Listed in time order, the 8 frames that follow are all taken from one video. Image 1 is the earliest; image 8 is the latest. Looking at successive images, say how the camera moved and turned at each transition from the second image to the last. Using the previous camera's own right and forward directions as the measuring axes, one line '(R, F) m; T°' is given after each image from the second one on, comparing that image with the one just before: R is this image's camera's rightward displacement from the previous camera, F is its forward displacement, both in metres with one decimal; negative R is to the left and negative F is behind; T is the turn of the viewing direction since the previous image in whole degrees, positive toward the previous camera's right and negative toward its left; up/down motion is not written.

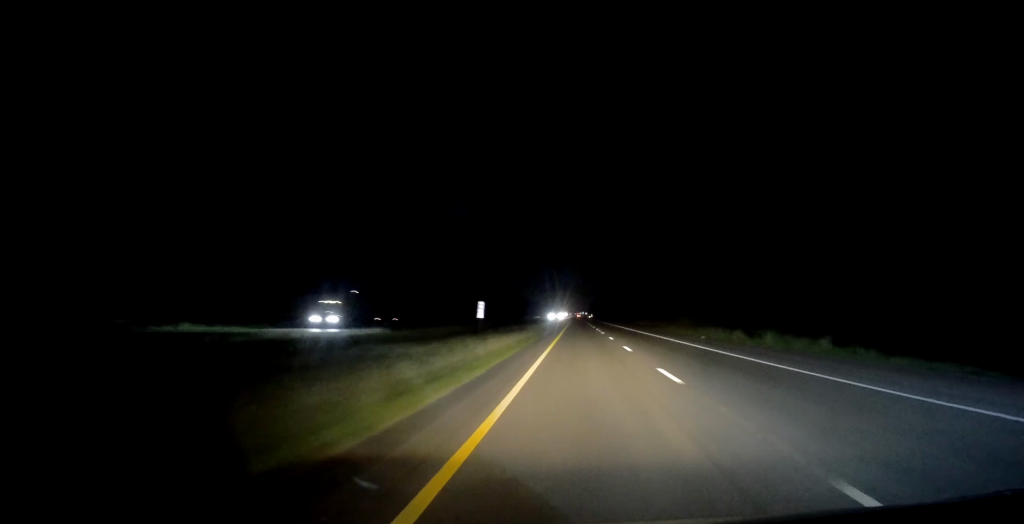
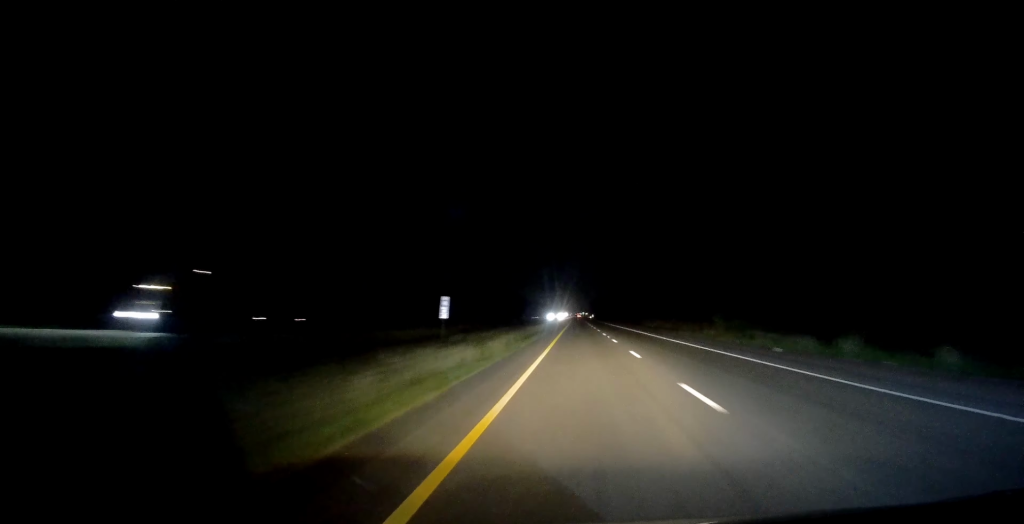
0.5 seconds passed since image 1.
(0.0, +15.9) m; 0°
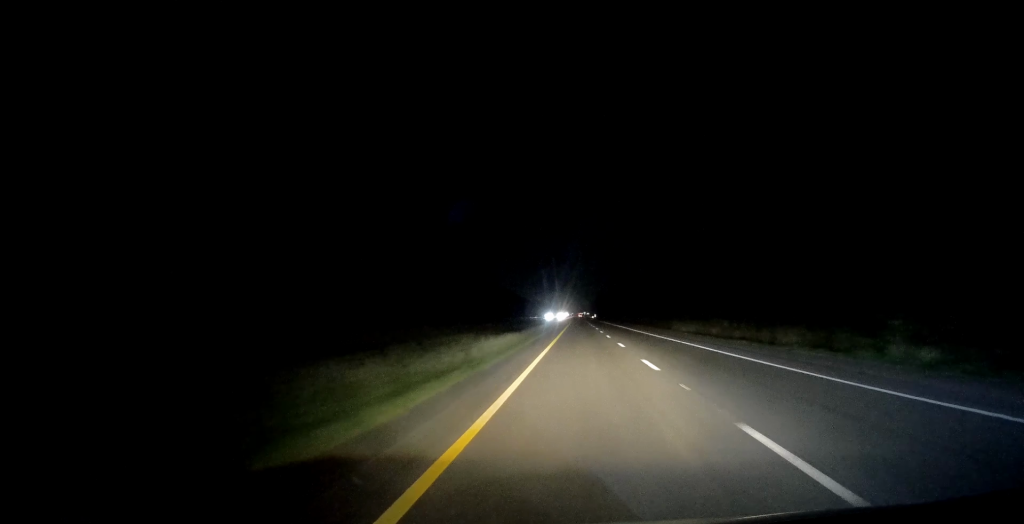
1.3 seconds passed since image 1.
(-0.3, +29.6) m; 0°
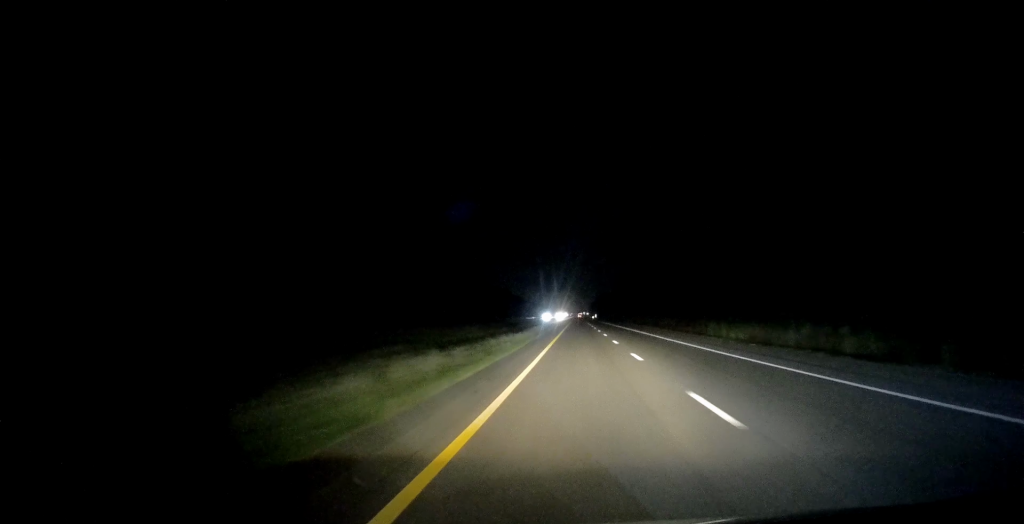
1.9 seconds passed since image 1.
(0.0, +20.6) m; +1°
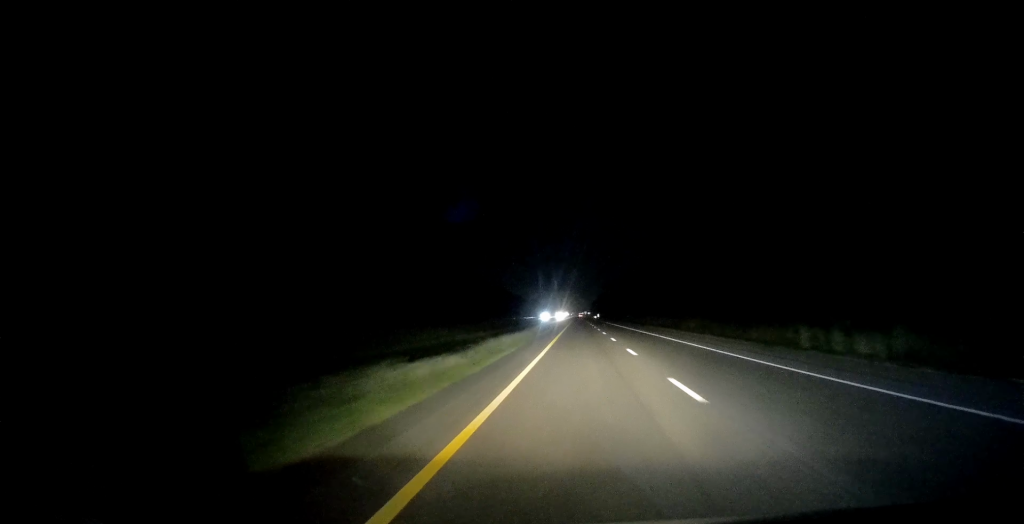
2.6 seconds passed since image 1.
(+0.1, +21.7) m; 0°
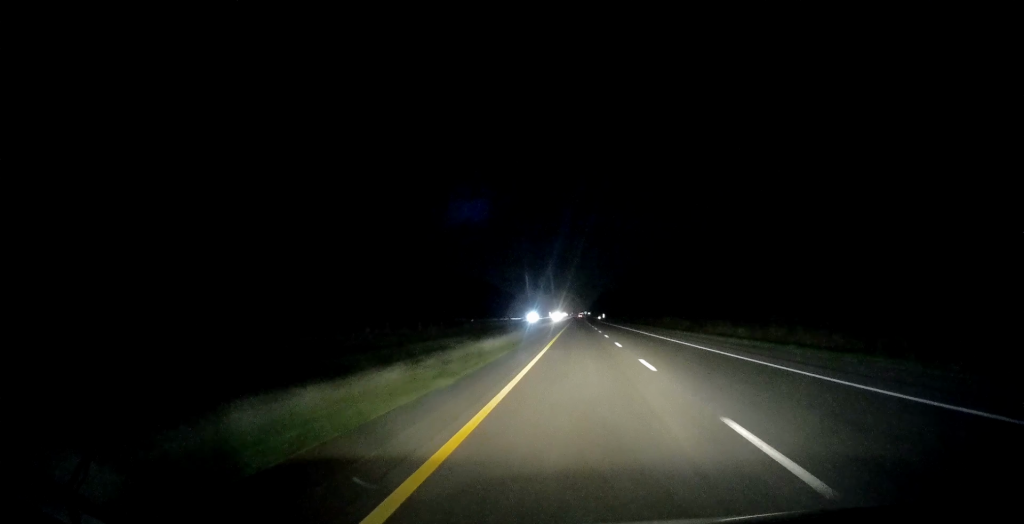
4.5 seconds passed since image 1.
(+0.5, +66.0) m; 0°
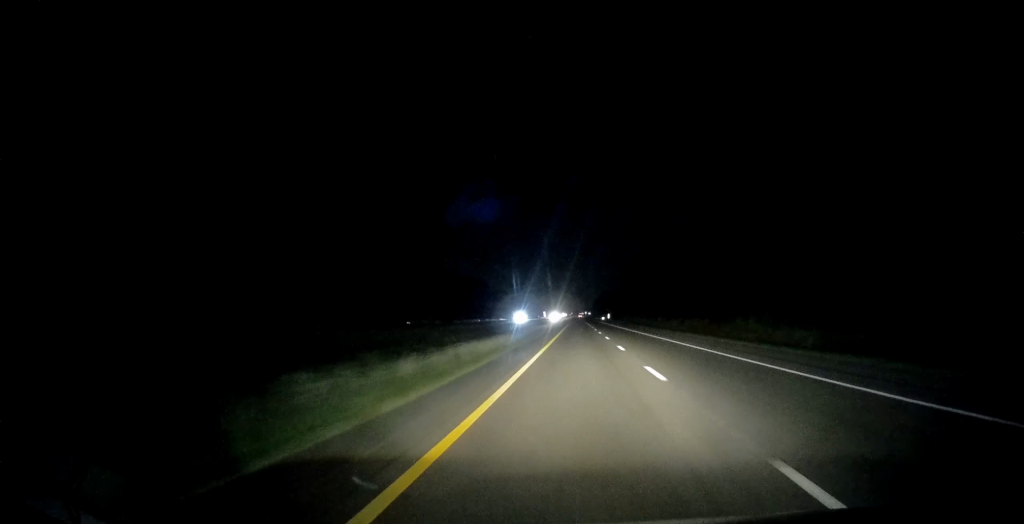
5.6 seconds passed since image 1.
(-0.1, +38.8) m; -1°
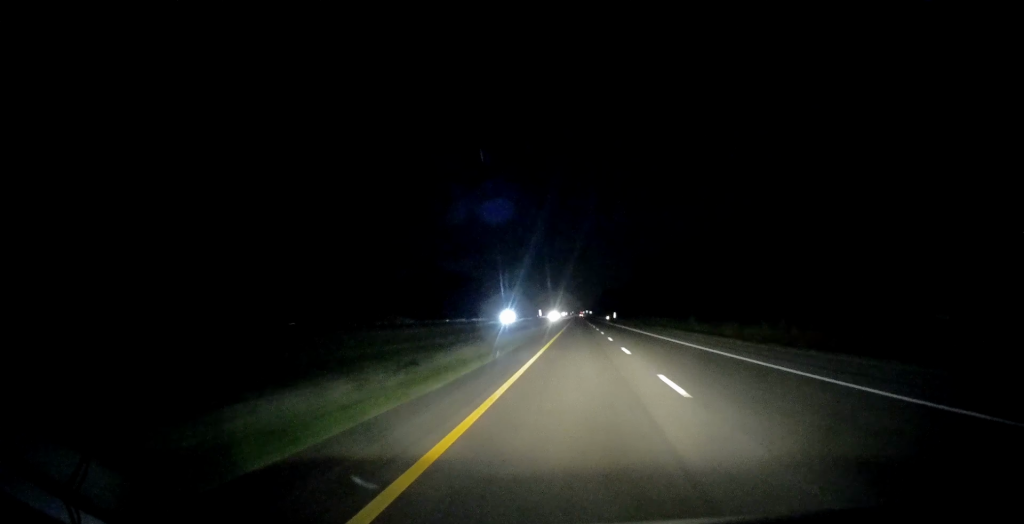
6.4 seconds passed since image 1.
(-0.3, +27.4) m; 0°
